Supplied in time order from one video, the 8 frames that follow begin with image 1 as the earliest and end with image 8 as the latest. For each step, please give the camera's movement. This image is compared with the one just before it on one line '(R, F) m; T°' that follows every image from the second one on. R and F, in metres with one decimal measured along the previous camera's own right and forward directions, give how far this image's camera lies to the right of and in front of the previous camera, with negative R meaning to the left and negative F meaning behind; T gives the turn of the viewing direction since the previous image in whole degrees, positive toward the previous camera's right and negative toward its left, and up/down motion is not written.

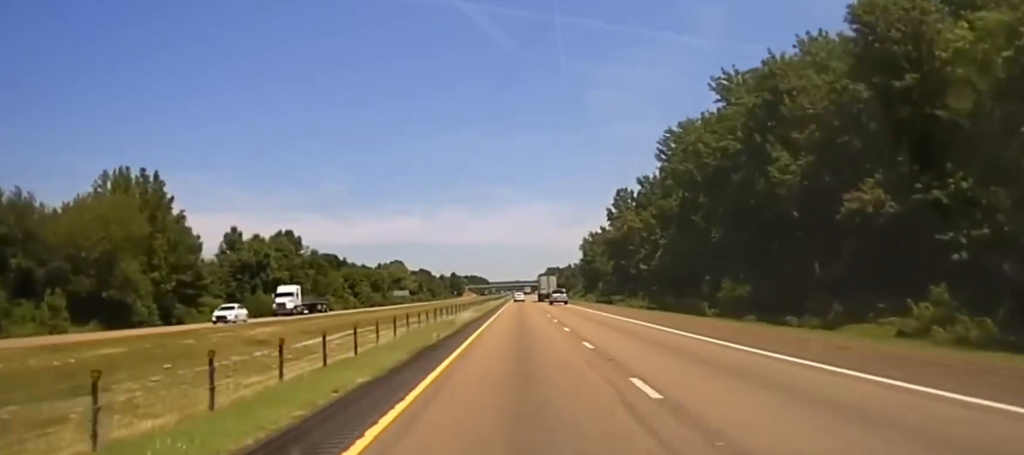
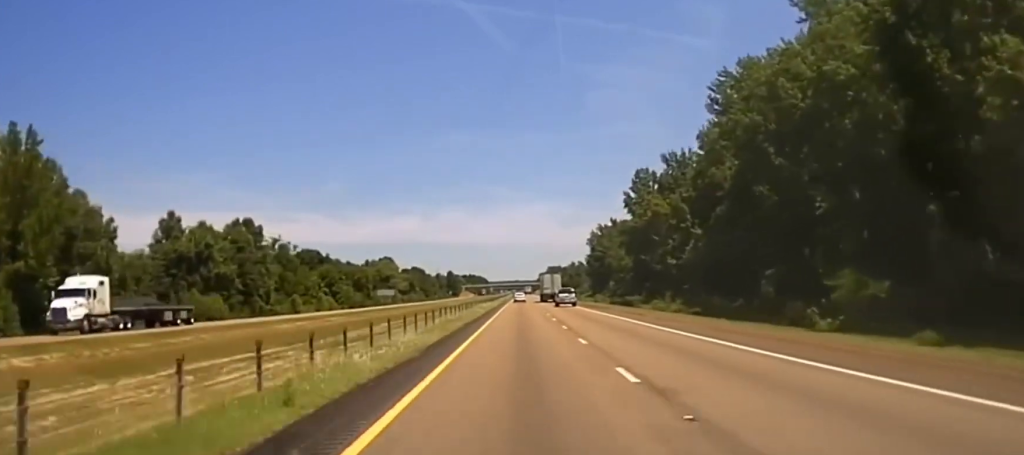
(0.0, +29.3) m; 0°
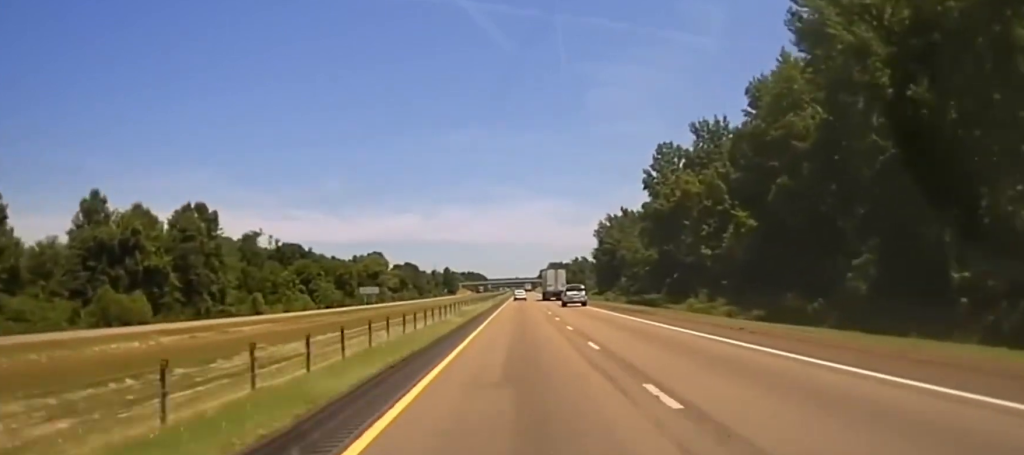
(+0.1, +22.5) m; 0°
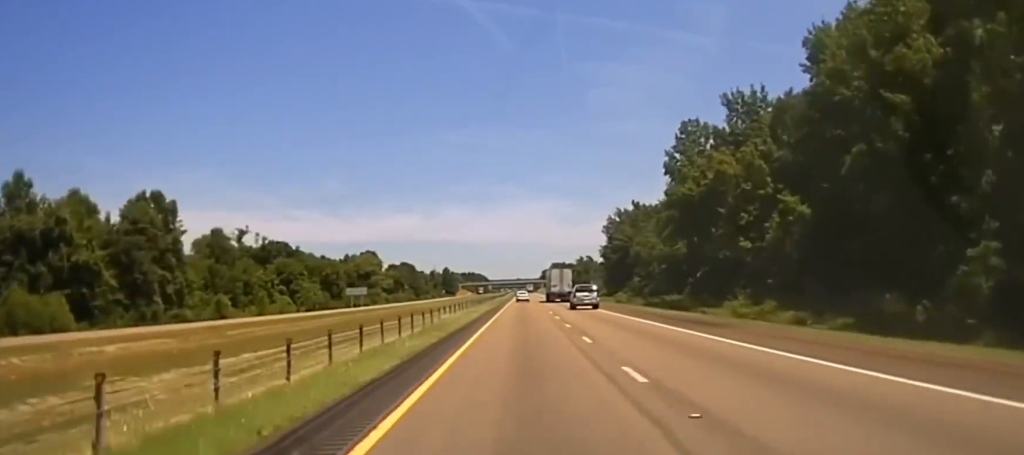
(0.0, +20.2) m; 0°
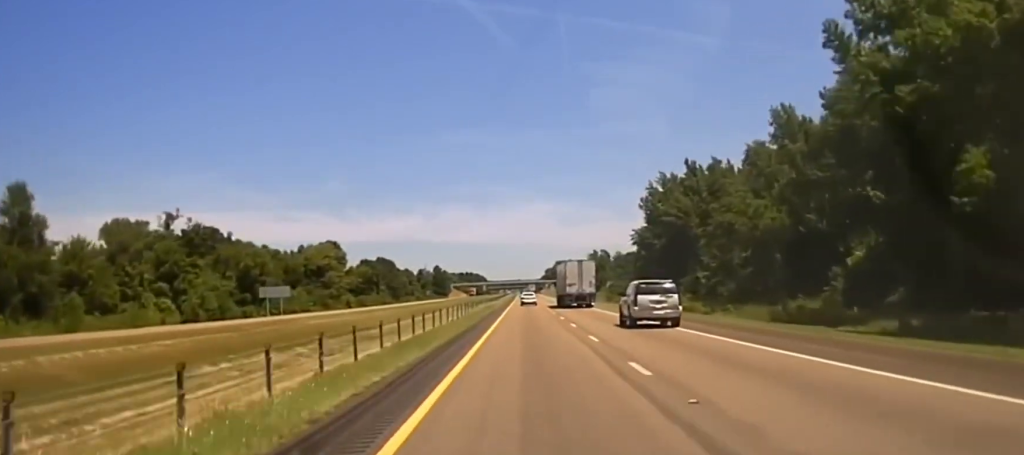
(-0.4, +72.0) m; 0°
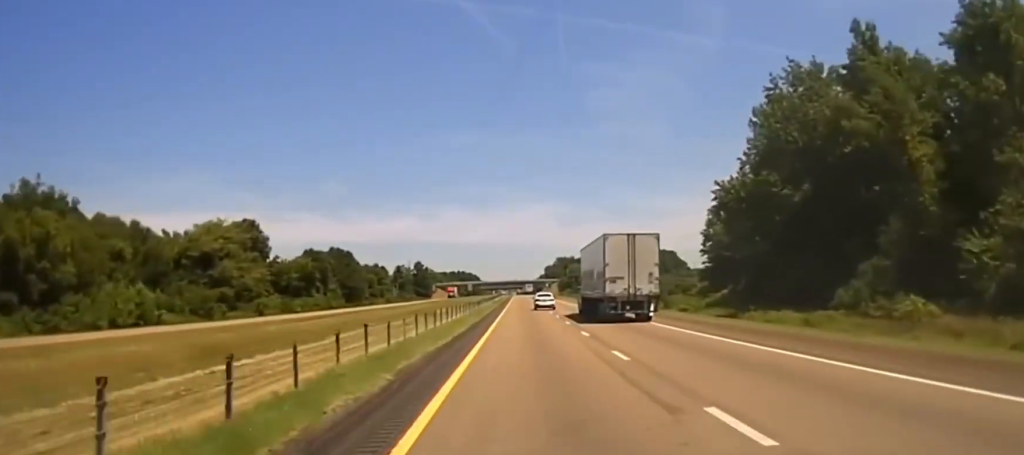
(+0.6, +94.0) m; 0°
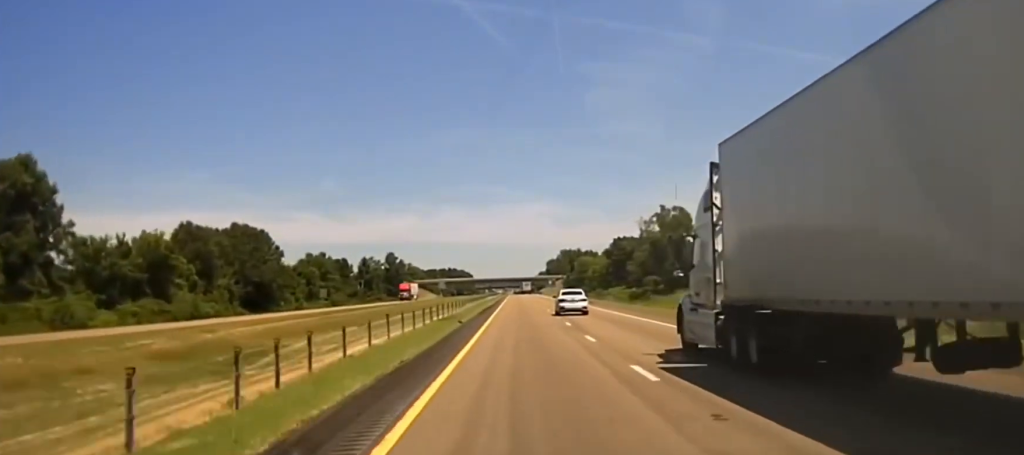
(-0.1, +95.1) m; 0°
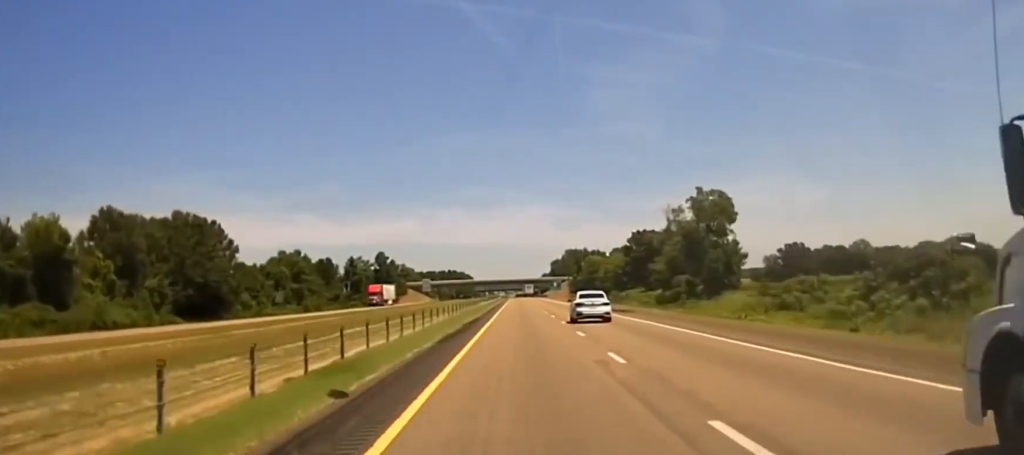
(+0.2, +33.2) m; 0°
